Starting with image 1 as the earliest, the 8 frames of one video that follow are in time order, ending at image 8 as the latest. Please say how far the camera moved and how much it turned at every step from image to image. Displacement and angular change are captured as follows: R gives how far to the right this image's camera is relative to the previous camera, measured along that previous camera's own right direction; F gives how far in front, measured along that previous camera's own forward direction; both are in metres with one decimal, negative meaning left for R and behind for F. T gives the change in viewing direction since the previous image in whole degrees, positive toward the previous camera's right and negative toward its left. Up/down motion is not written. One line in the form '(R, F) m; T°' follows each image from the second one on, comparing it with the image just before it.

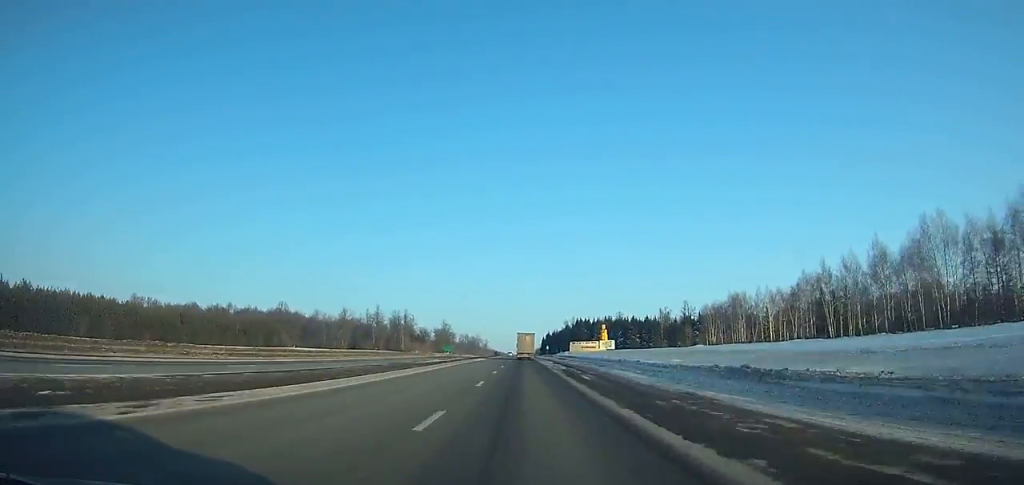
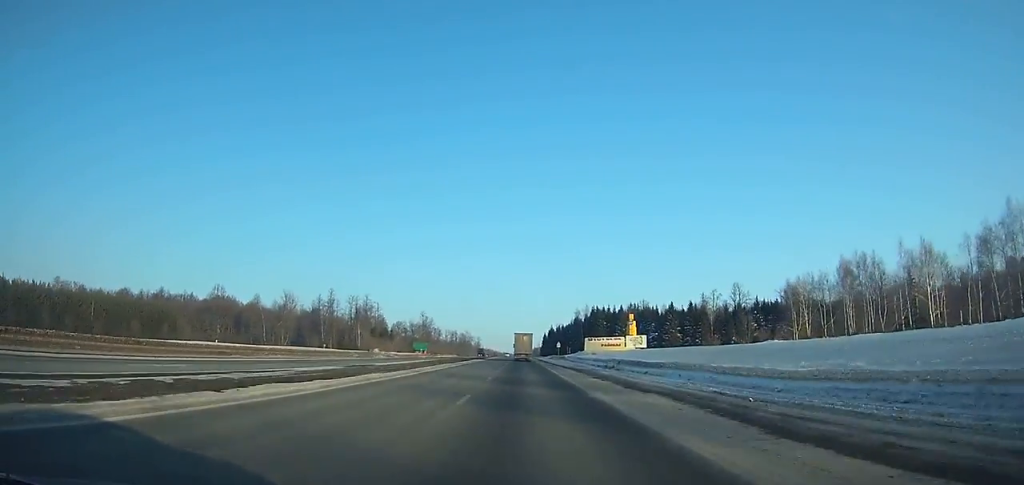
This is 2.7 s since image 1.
(+0.1, +66.5) m; 0°
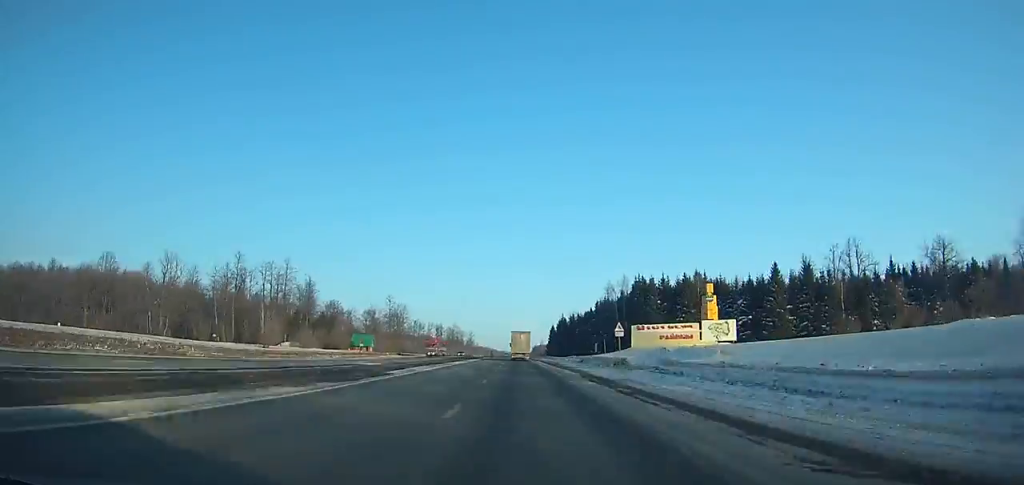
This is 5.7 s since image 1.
(-0.1, +73.8) m; 0°
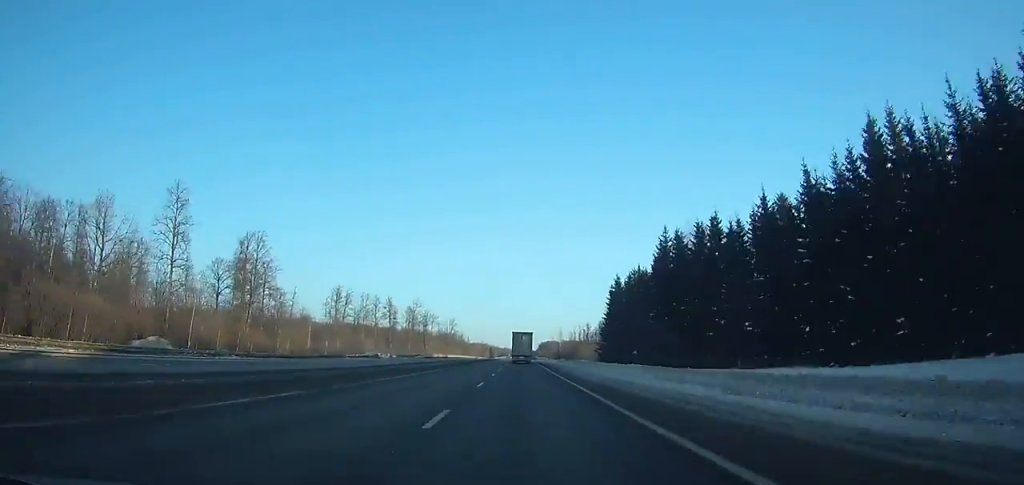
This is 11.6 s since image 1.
(-0.6, +143.9) m; 0°
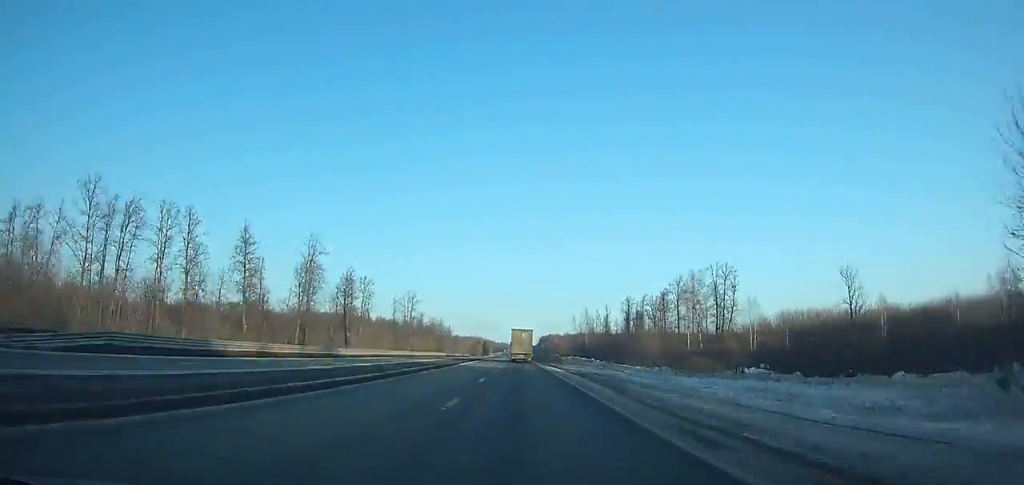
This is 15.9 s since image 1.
(+0.6, +104.0) m; 0°
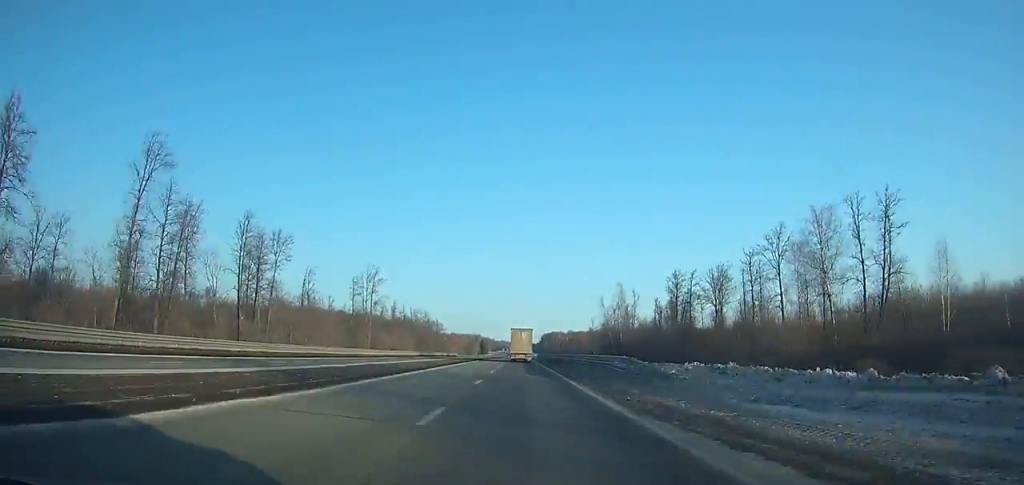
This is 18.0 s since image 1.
(-0.3, +50.9) m; 0°
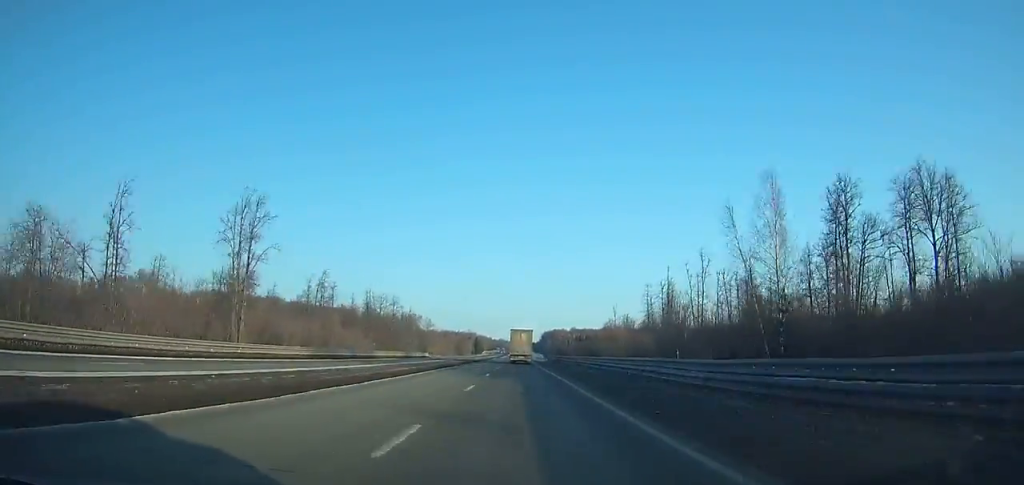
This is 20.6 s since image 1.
(0.0, +63.6) m; 0°
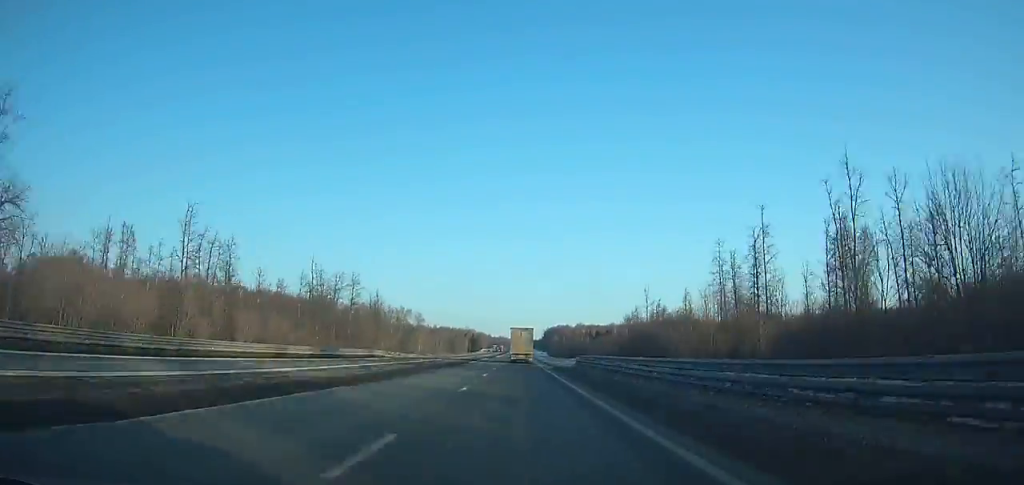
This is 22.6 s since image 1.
(0.0, +49.5) m; 0°
